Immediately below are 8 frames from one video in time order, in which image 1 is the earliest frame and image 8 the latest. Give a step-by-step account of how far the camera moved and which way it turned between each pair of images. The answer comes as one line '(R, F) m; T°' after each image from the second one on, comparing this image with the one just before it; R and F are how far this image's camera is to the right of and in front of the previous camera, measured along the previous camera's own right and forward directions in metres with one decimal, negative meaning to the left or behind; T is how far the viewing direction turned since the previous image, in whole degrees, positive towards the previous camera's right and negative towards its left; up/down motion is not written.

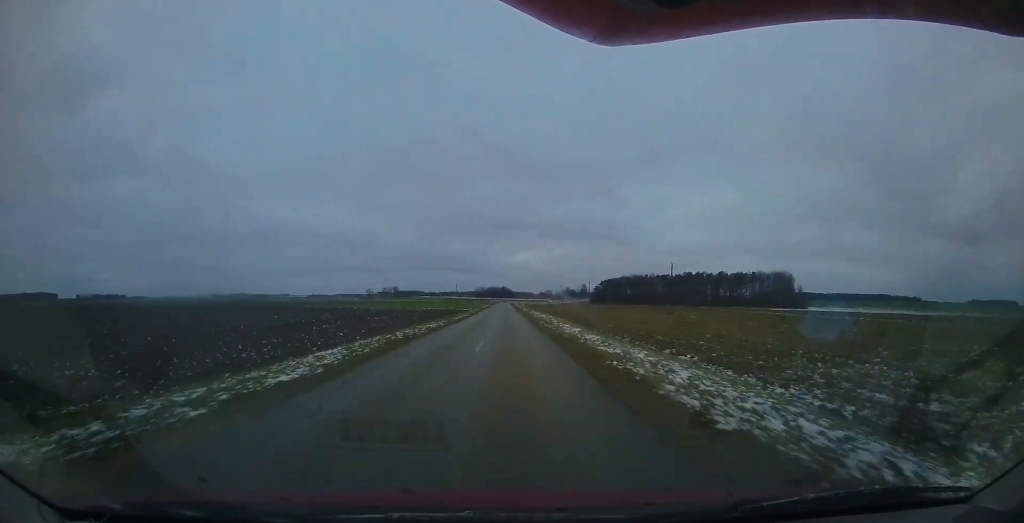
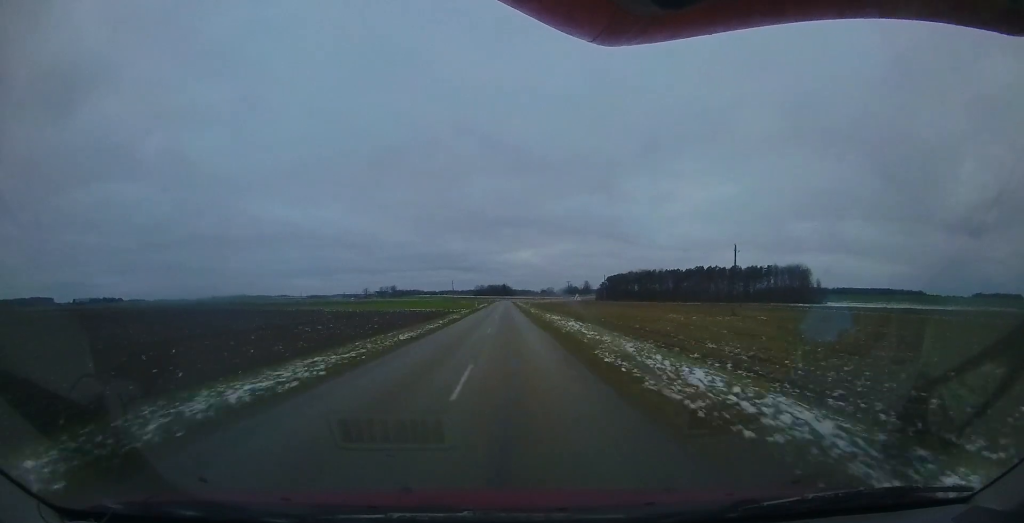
(+0.3, +17.3) m; +1°
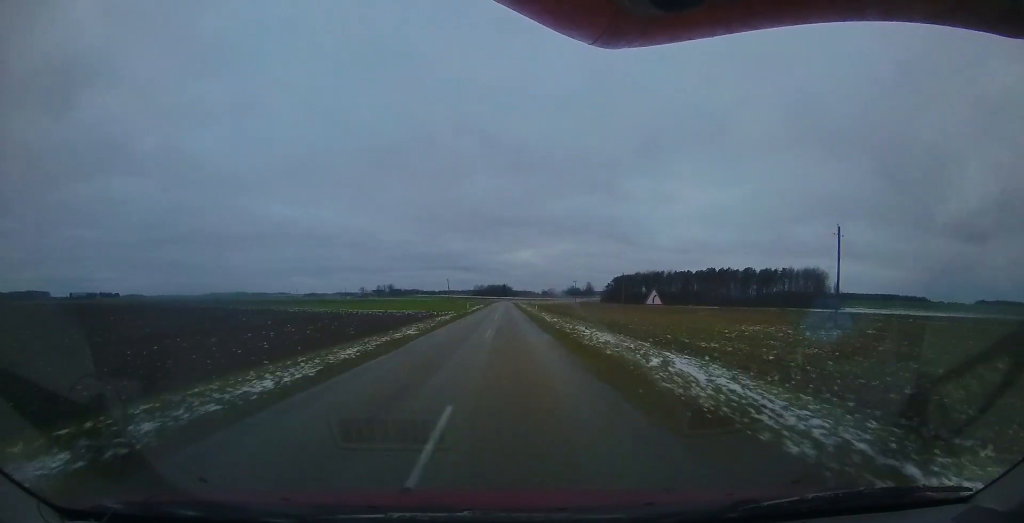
(+0.1, +15.6) m; 0°
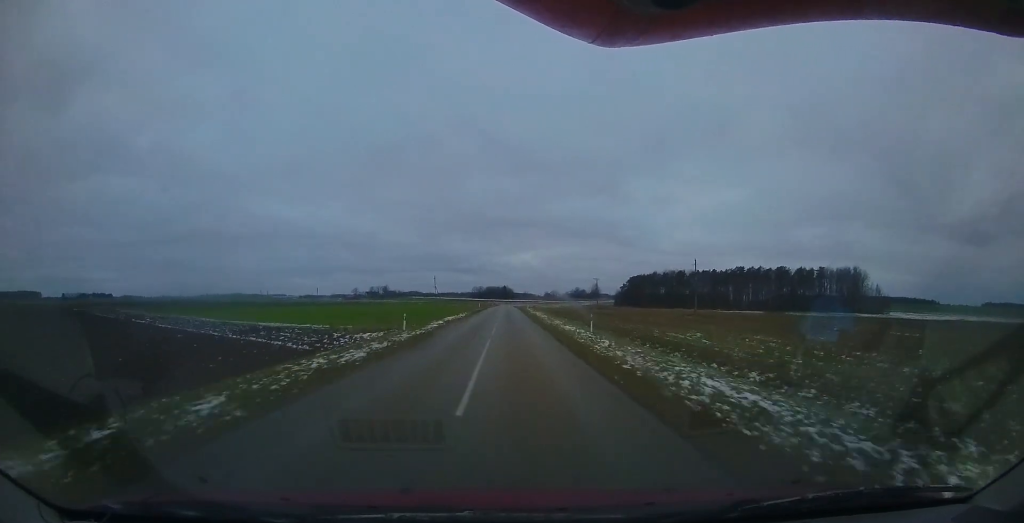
(-0.1, +33.6) m; -1°
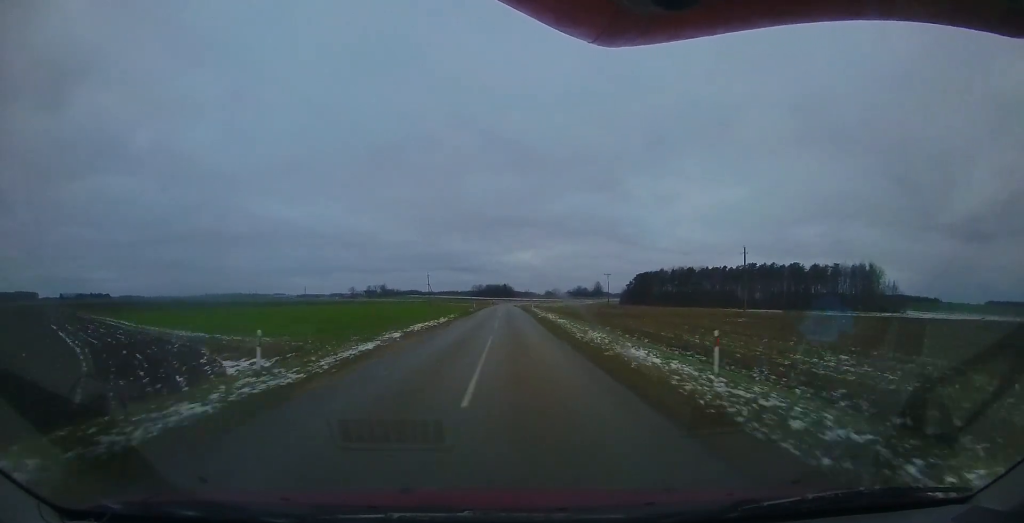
(0.0, +12.1) m; 0°
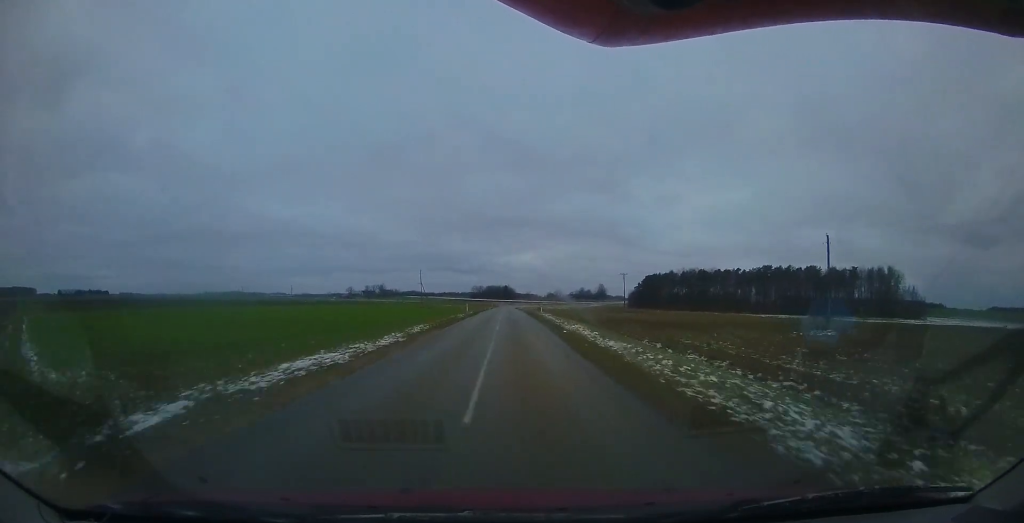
(-0.2, +13.0) m; 0°
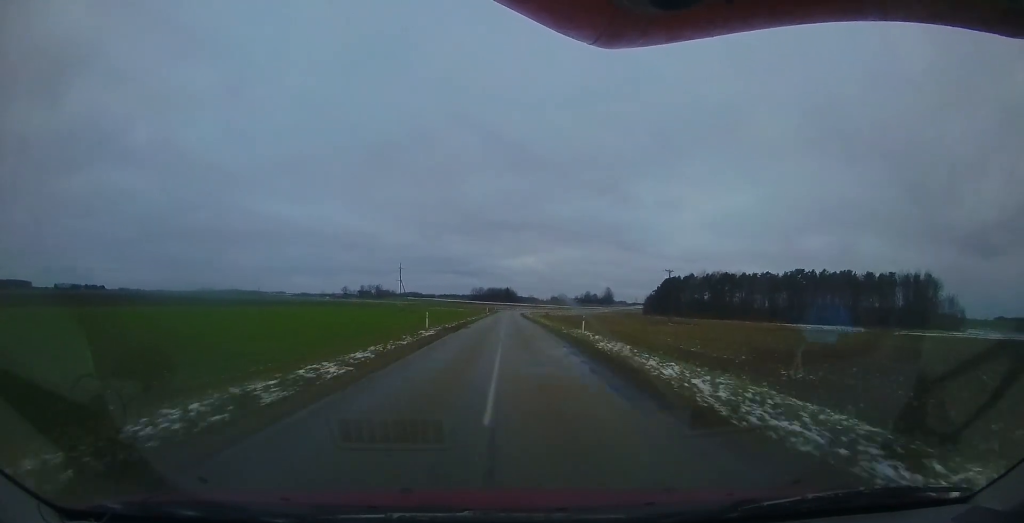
(+0.1, +24.6) m; 0°
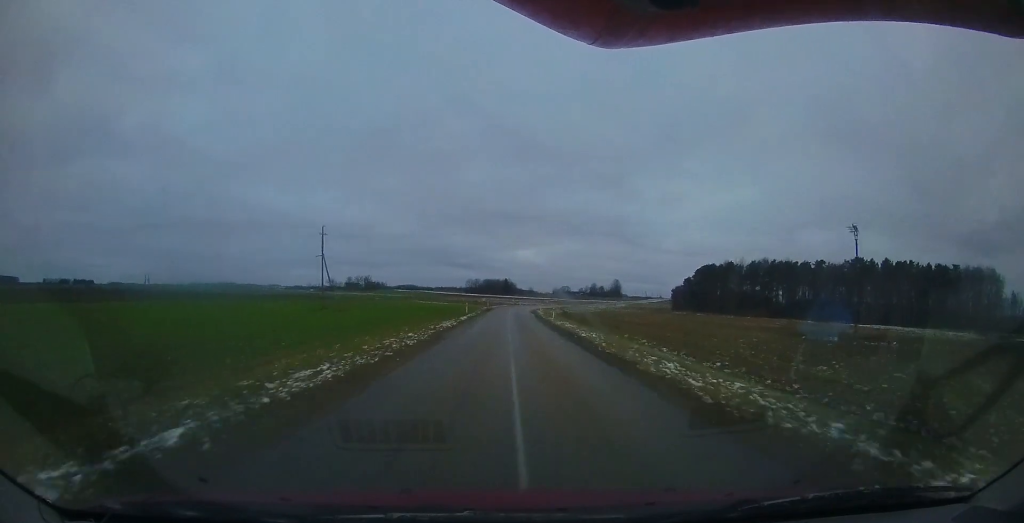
(0.0, +39.0) m; 0°
